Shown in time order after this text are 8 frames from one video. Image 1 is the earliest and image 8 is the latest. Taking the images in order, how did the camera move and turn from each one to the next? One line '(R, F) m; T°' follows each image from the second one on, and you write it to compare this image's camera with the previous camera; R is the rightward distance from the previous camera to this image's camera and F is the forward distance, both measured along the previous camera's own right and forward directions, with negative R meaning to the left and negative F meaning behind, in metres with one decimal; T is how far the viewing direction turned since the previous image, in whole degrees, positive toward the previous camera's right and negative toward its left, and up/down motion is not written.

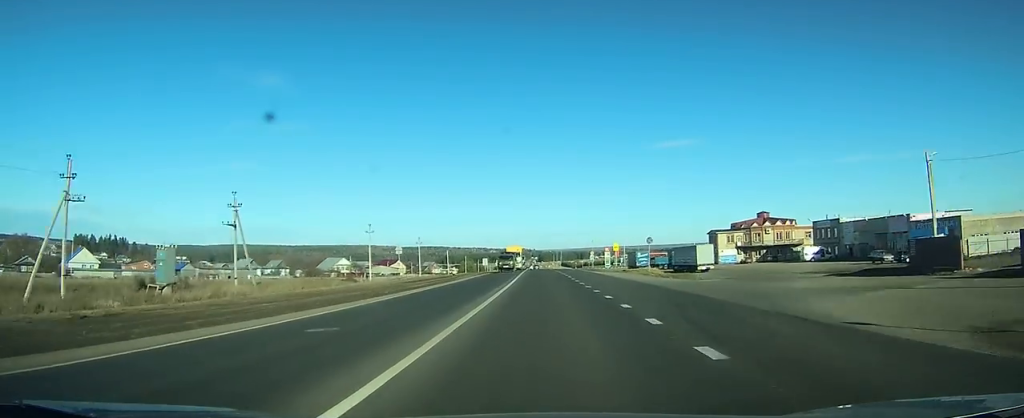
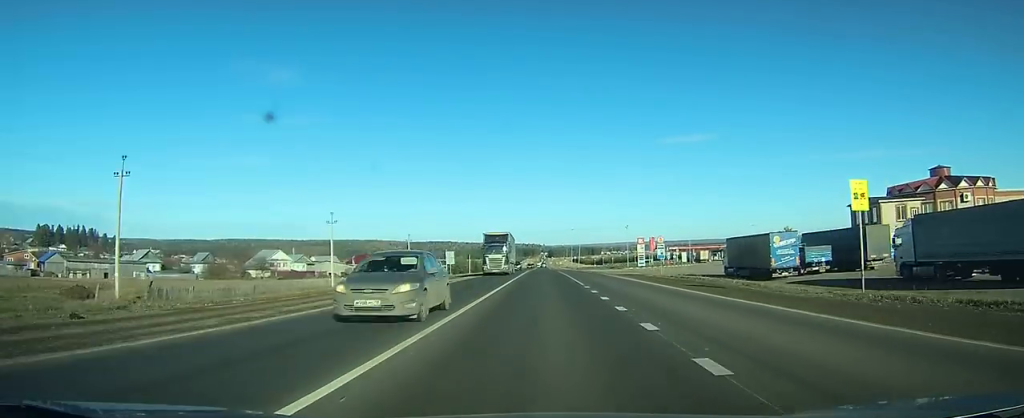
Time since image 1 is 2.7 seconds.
(-0.8, +65.0) m; -1°
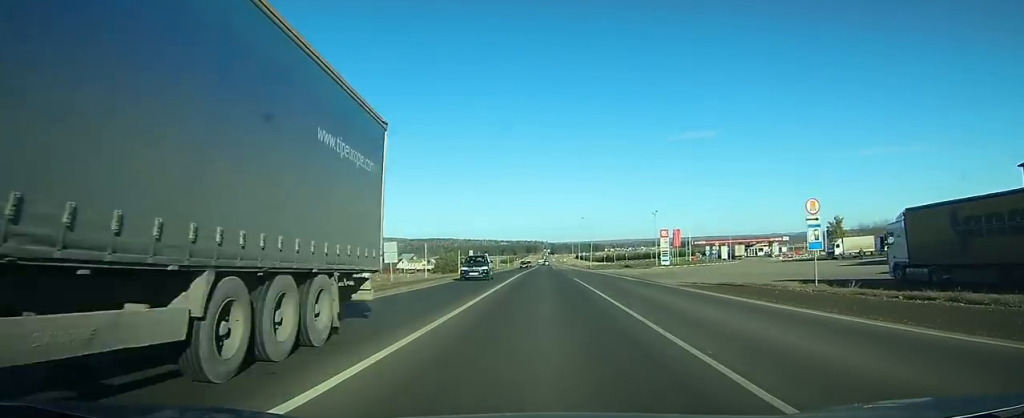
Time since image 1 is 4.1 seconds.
(-0.2, +33.2) m; 0°
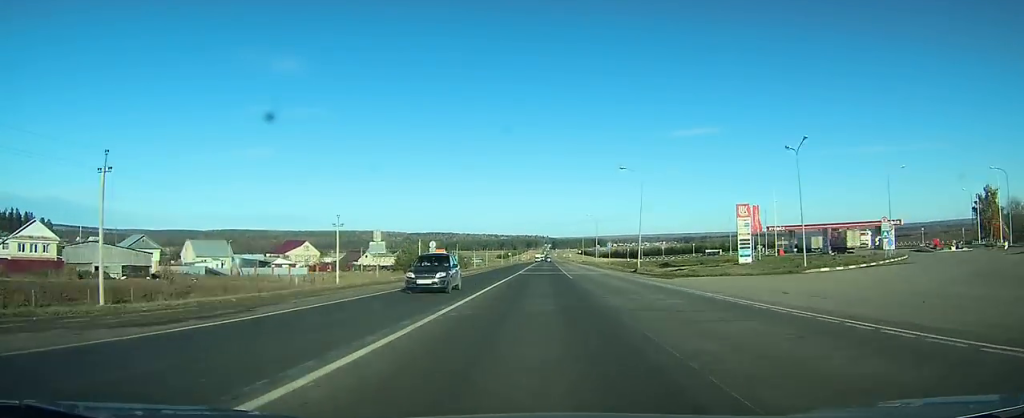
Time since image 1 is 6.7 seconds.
(-0.3, +60.8) m; -1°
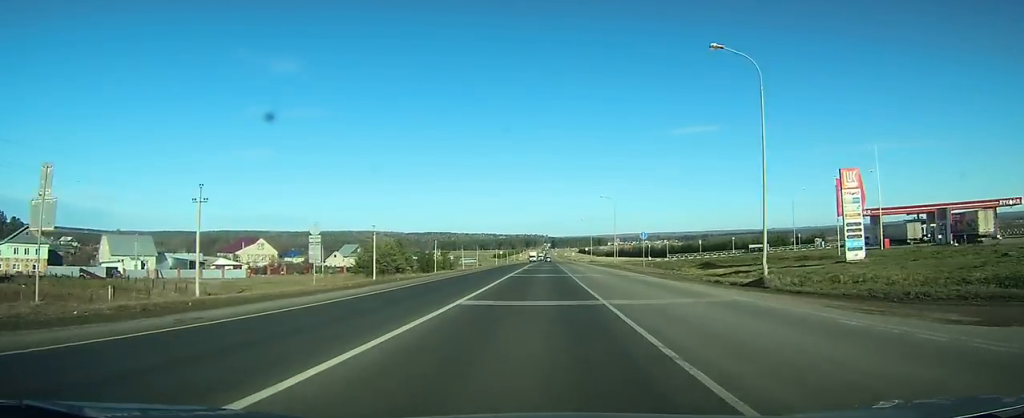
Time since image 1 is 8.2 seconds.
(-0.1, +34.0) m; 0°
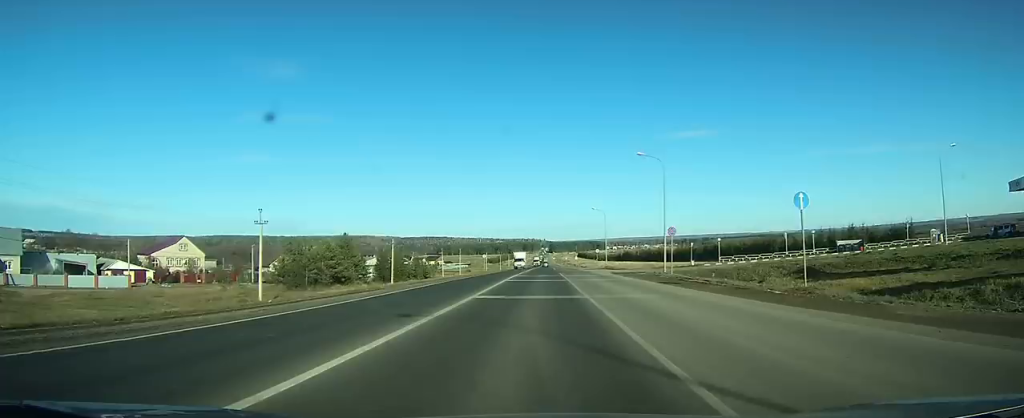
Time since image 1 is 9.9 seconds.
(-0.2, +38.3) m; 0°
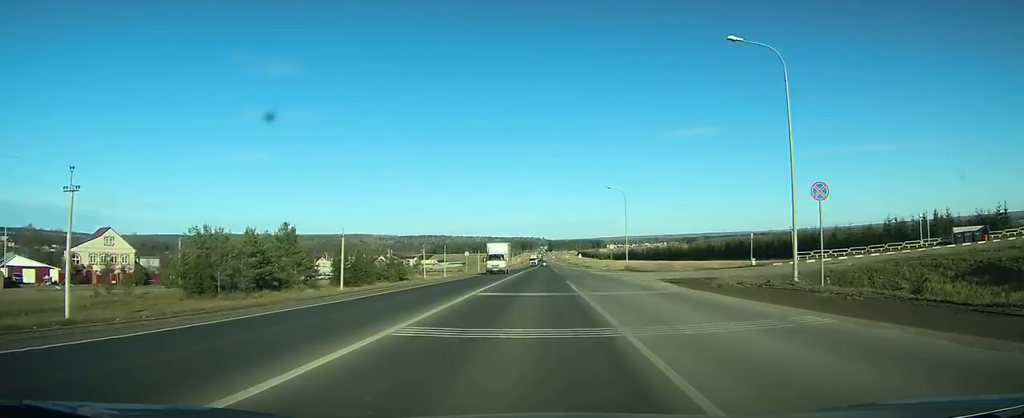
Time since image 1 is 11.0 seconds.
(0.0, +26.0) m; 0°
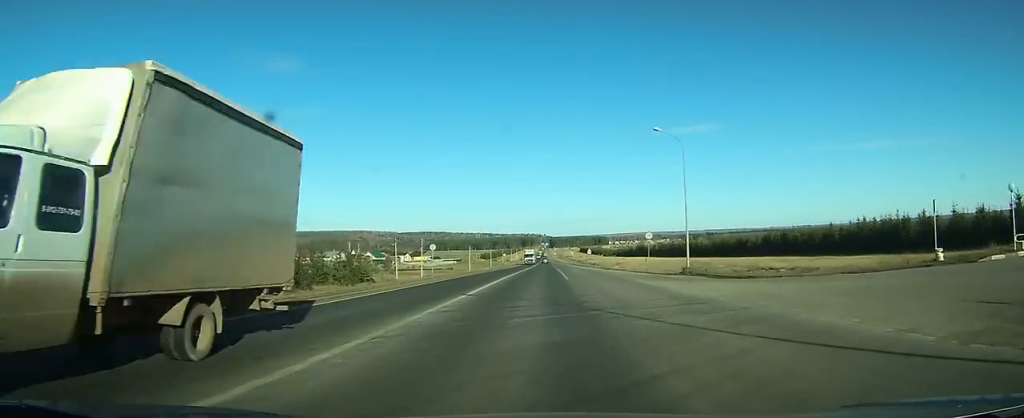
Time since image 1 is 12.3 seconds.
(+0.1, +30.4) m; 0°
